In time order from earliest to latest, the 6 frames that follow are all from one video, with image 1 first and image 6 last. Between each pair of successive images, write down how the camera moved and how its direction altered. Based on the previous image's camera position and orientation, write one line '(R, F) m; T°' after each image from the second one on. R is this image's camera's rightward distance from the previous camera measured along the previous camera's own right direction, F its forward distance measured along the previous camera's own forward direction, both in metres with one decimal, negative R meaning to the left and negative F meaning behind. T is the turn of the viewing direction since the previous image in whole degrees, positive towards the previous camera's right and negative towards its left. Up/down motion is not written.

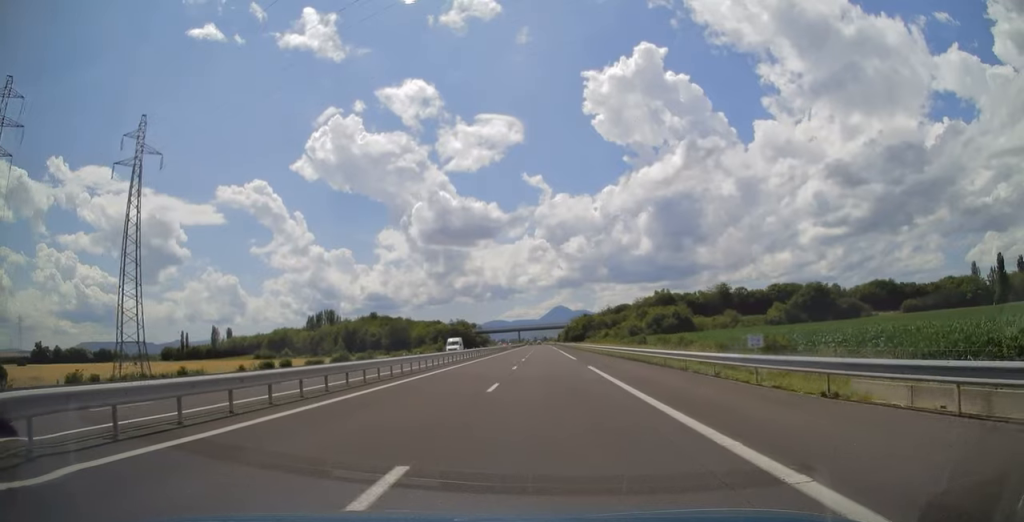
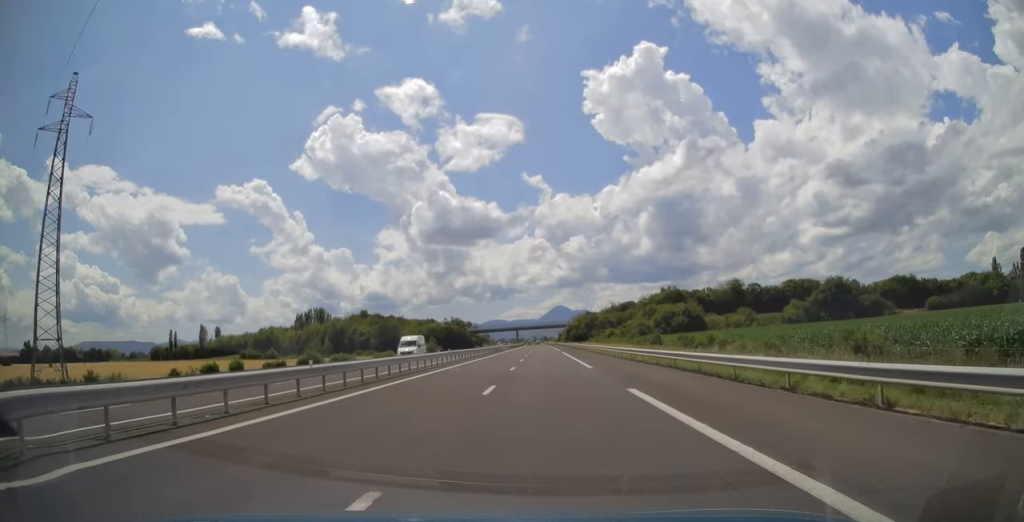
(+0.2, +14.2) m; 0°
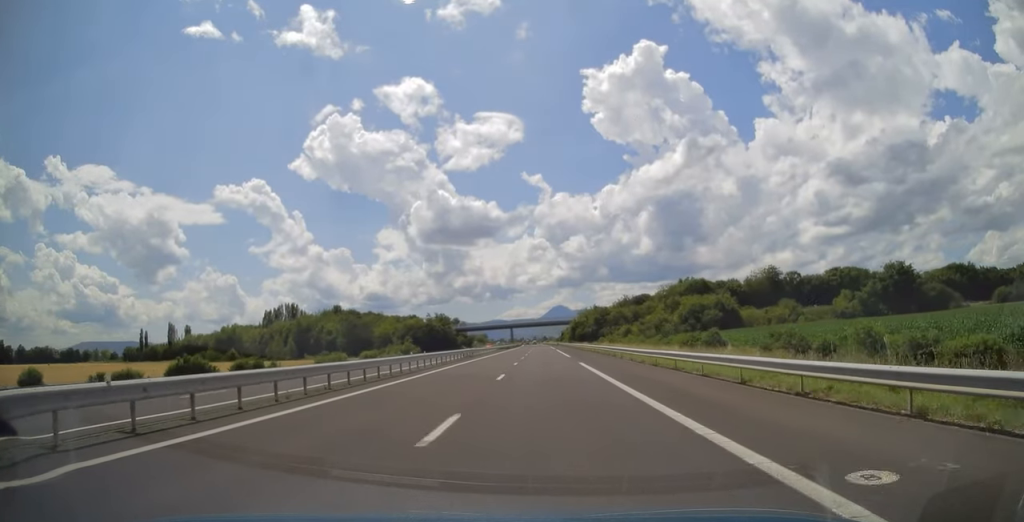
(-0.3, +33.1) m; 0°
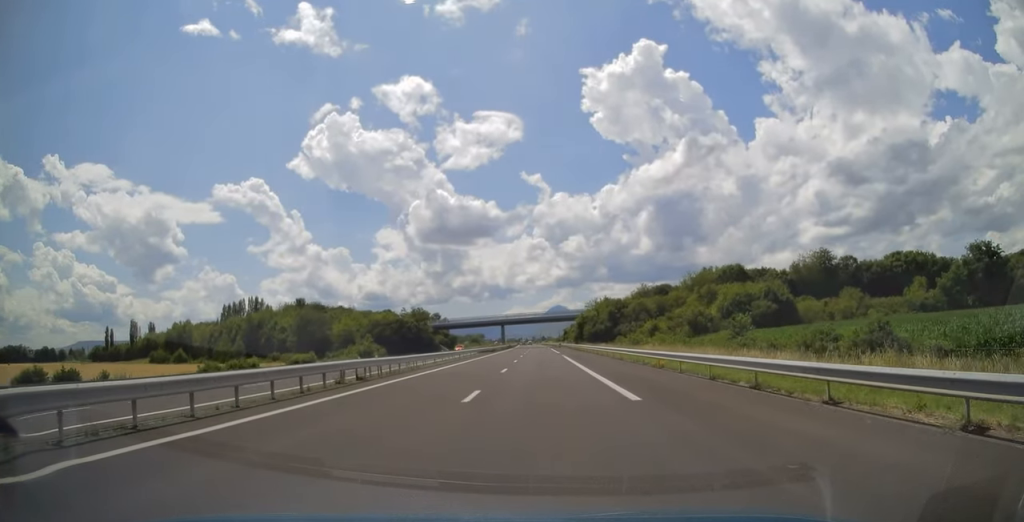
(+0.4, +33.6) m; 0°
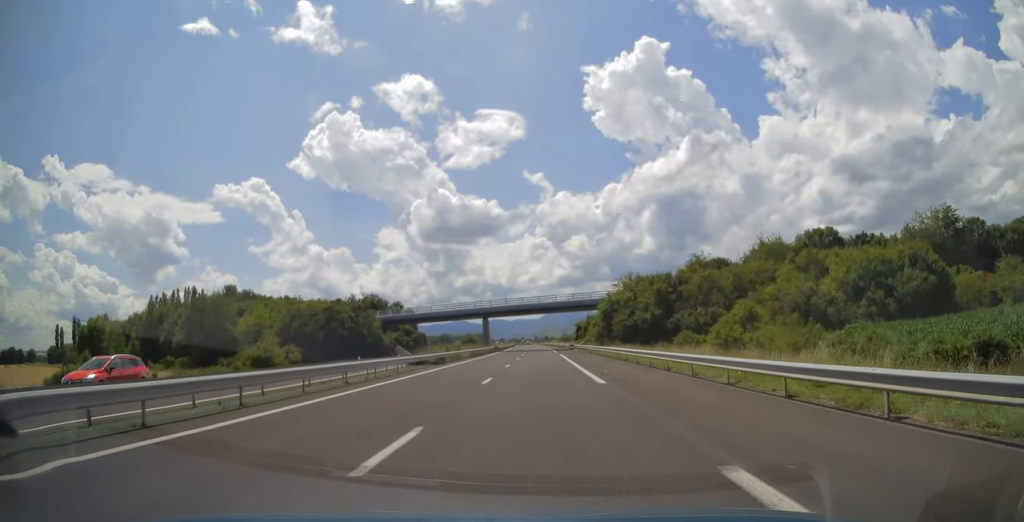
(-0.3, +46.1) m; 0°
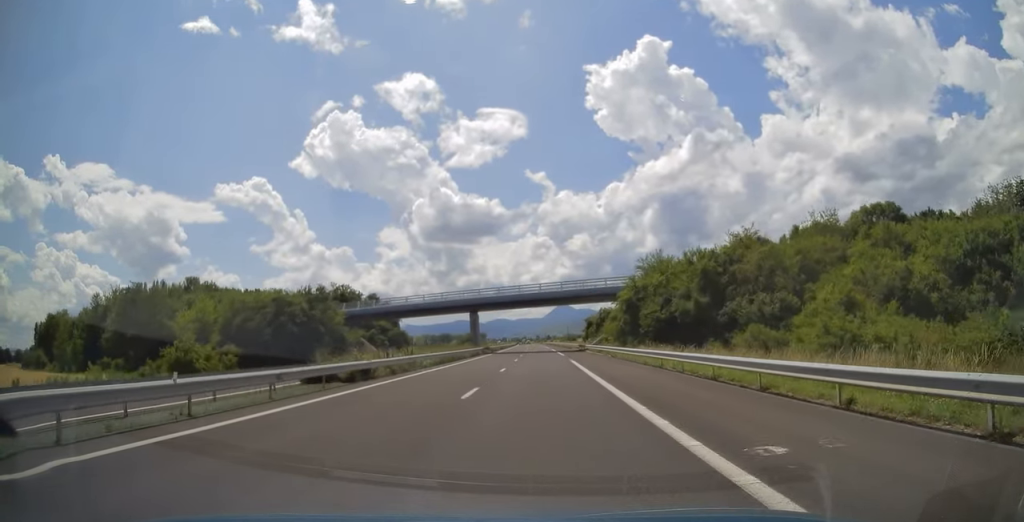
(+0.2, +18.3) m; 0°
